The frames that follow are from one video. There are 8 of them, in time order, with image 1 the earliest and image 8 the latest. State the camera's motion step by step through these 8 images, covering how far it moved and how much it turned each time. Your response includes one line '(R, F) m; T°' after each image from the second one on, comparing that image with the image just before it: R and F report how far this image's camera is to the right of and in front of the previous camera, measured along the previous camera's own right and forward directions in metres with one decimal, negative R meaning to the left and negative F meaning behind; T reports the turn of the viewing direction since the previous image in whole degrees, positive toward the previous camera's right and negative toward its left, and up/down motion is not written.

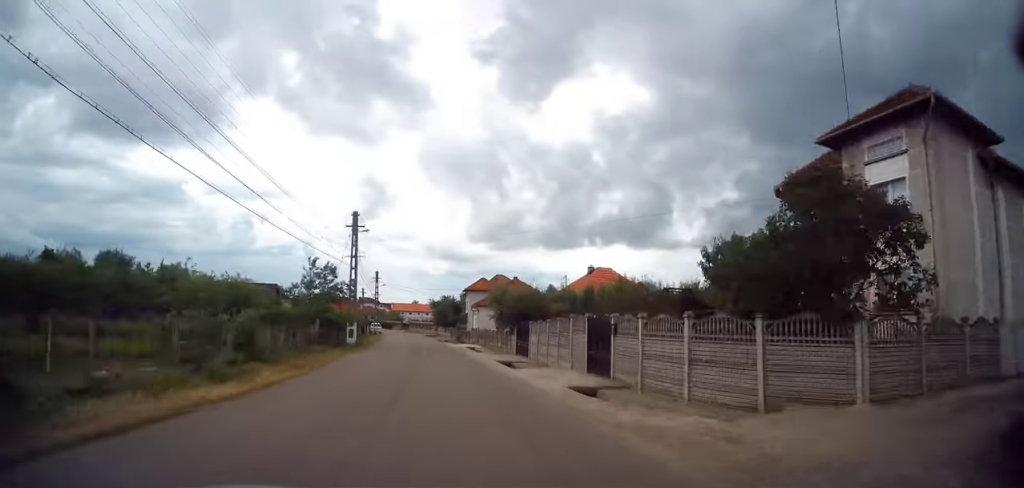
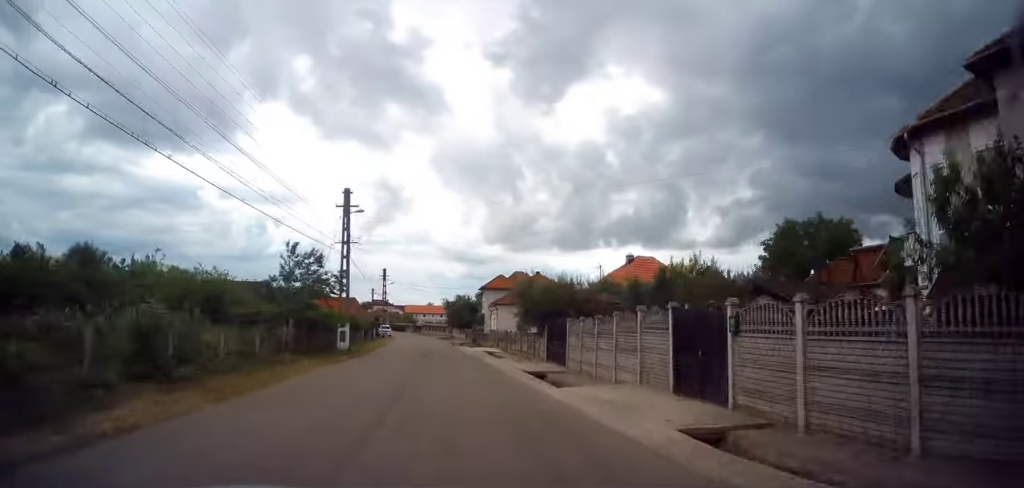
(-0.1, +6.5) m; -1°
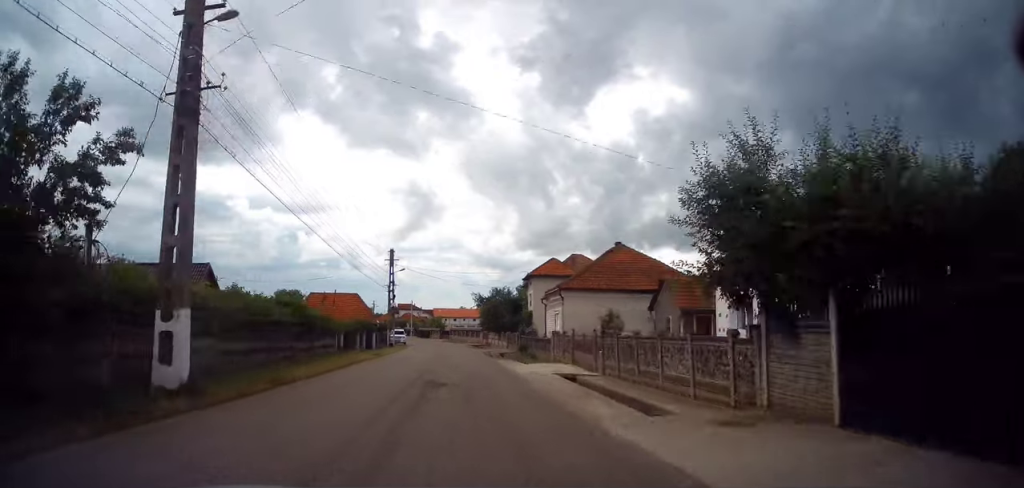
(-0.7, +19.7) m; -4°
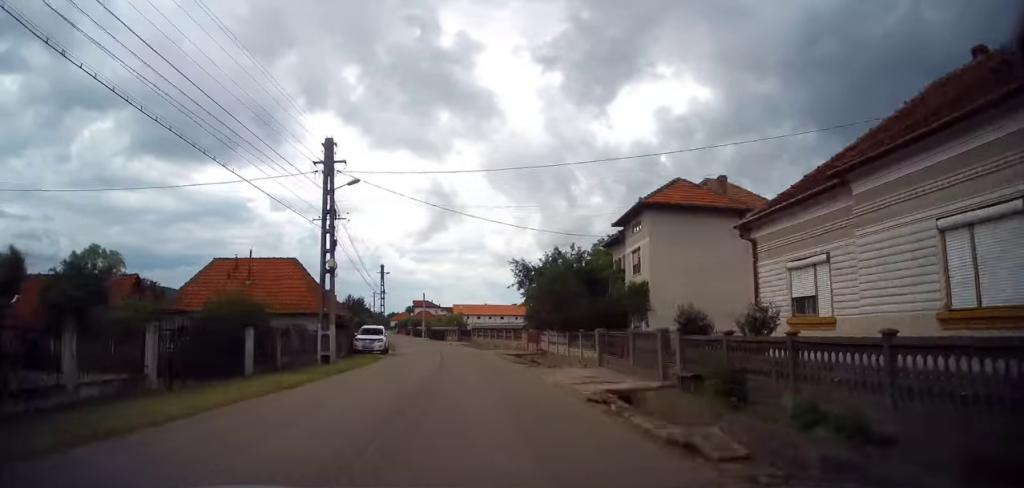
(-1.0, +28.1) m; -4°
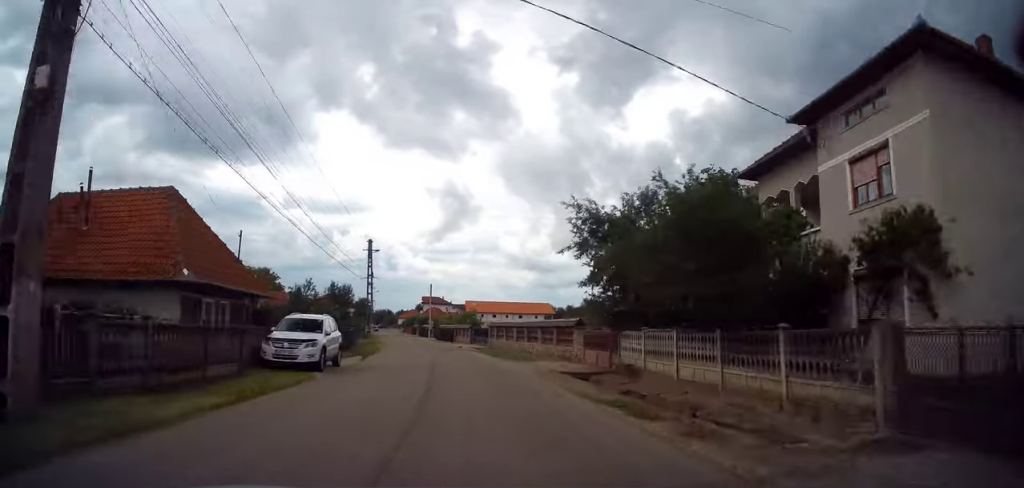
(-0.4, +15.4) m; 0°
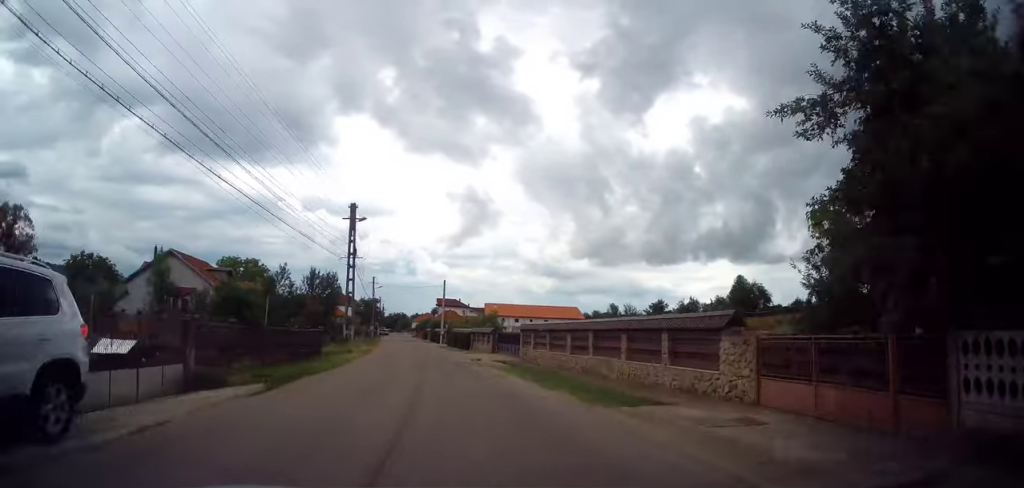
(+0.3, +13.7) m; -2°
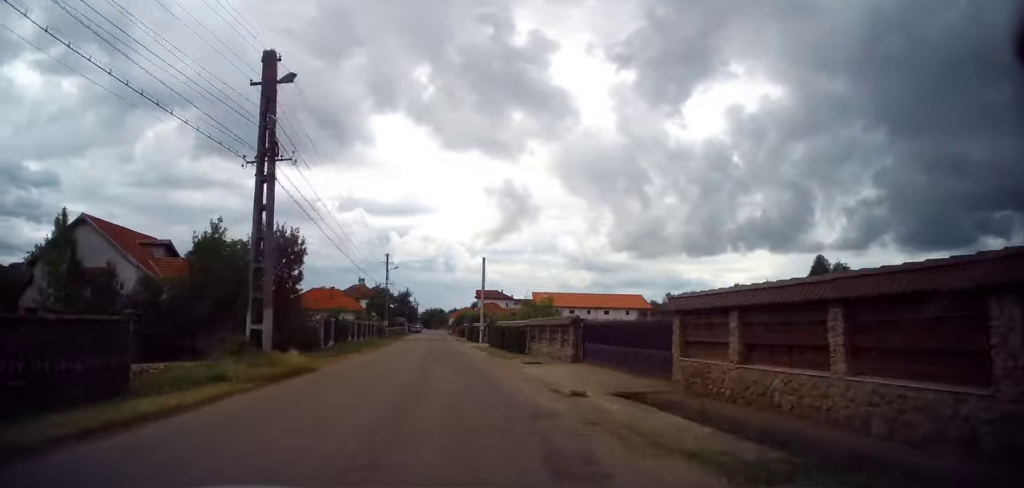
(-1.1, +18.4) m; -4°
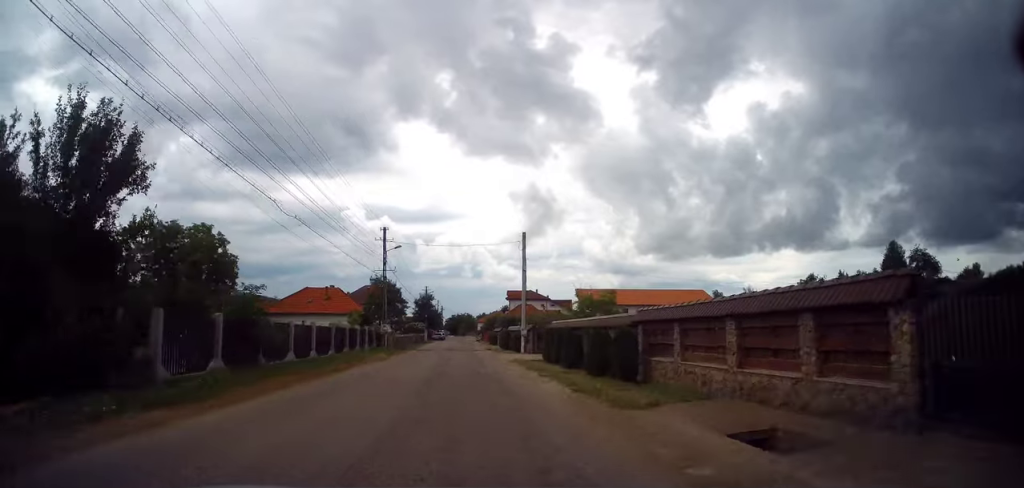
(-0.1, +16.2) m; -2°
